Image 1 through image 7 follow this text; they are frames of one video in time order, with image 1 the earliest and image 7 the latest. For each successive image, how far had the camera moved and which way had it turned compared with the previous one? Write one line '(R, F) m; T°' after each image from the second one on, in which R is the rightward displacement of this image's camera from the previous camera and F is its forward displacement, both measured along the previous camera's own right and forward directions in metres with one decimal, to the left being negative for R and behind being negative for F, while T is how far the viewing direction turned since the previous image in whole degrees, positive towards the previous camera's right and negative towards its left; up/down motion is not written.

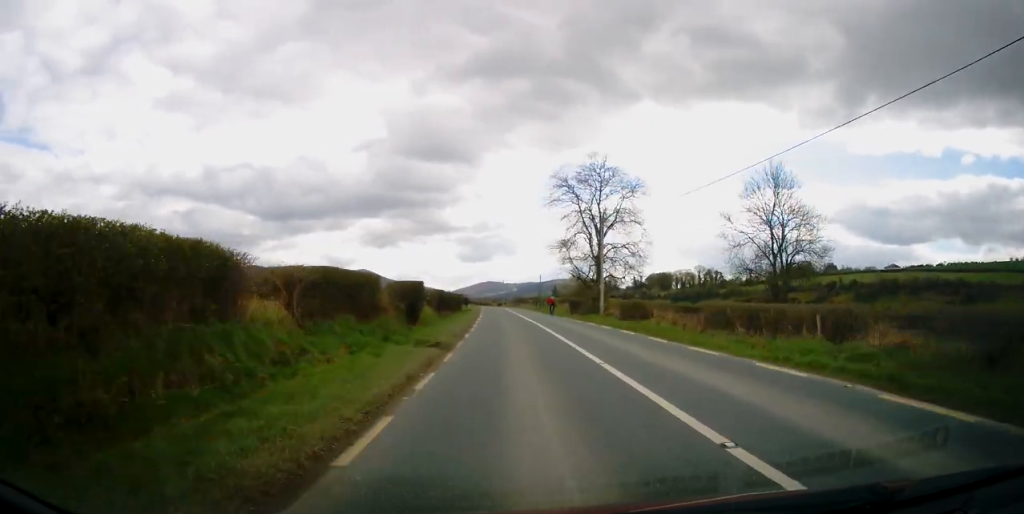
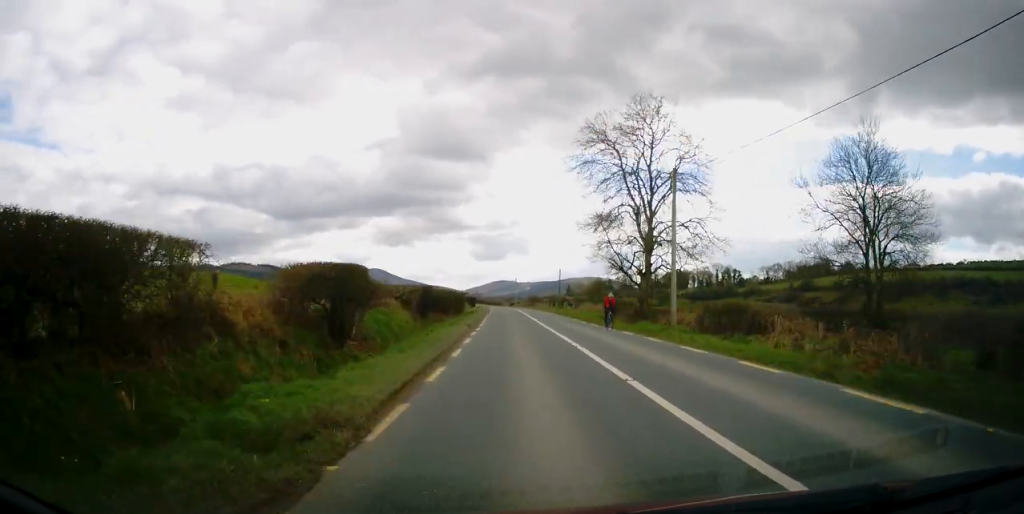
(-0.3, +15.1) m; -2°
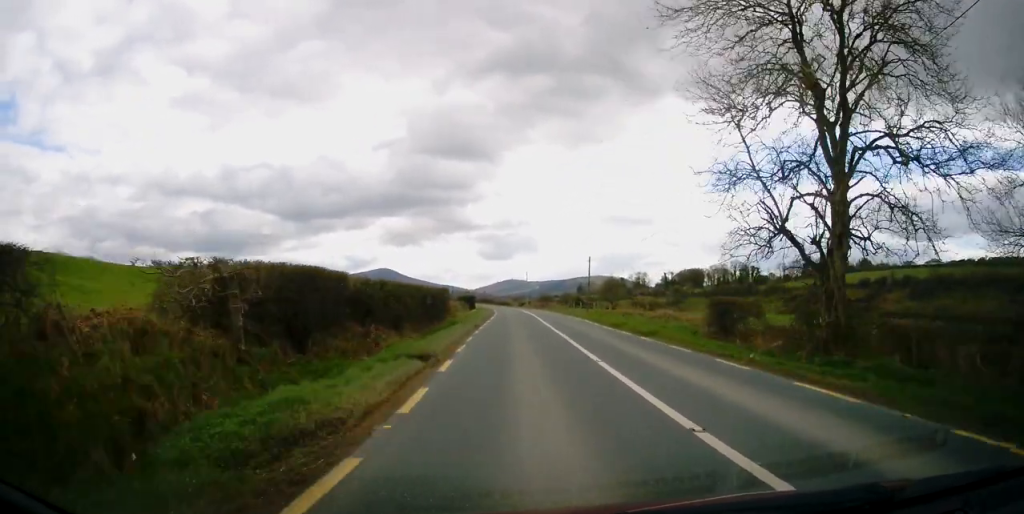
(-0.4, +22.5) m; -2°
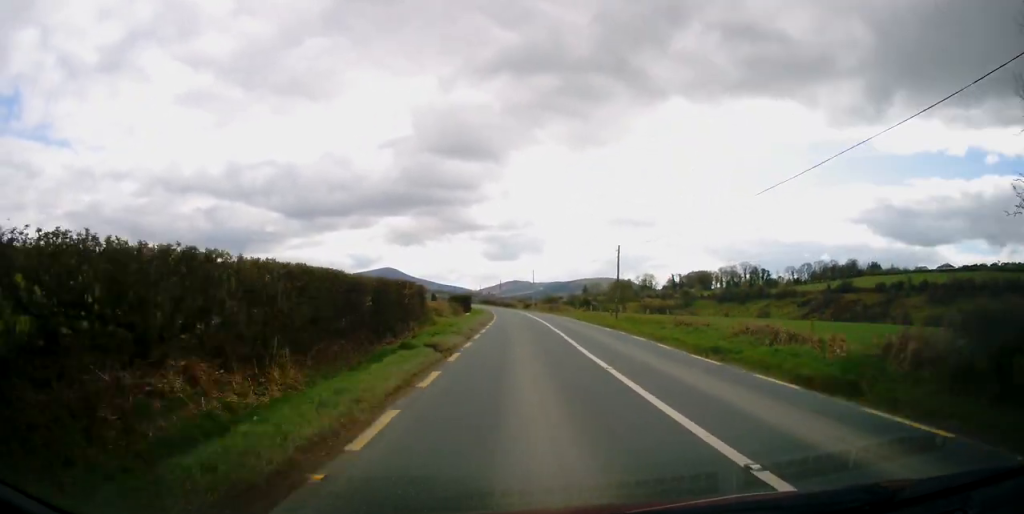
(-0.1, +14.0) m; 0°
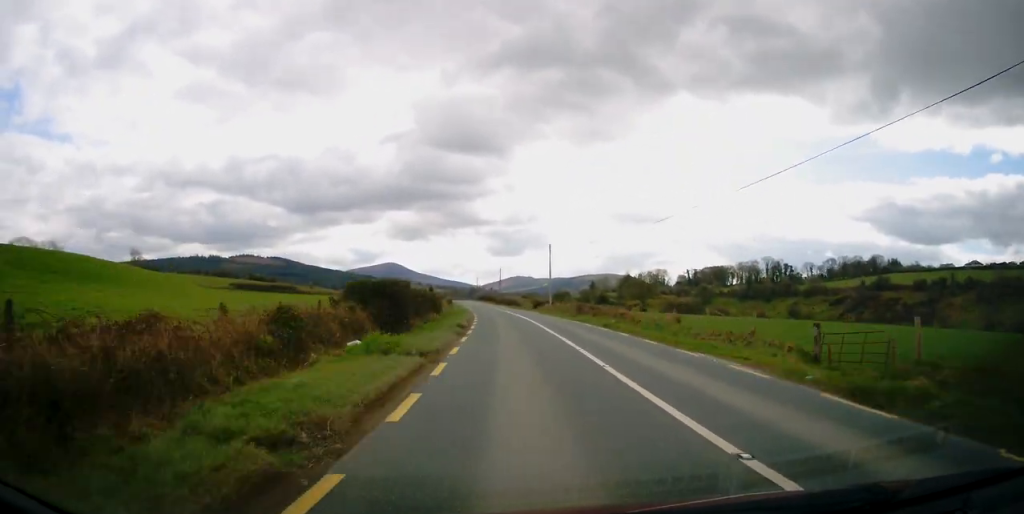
(+0.2, +38.8) m; 0°
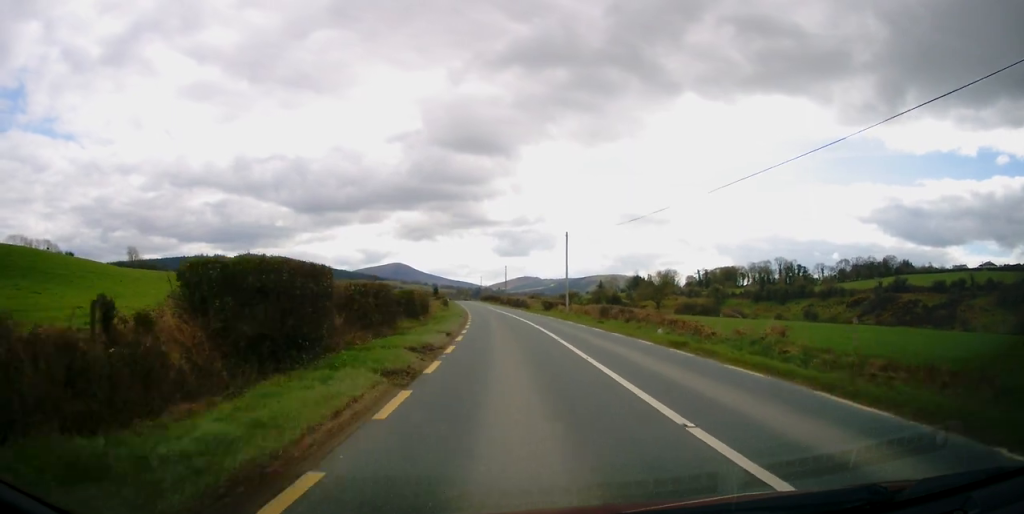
(-0.2, +12.1) m; -1°
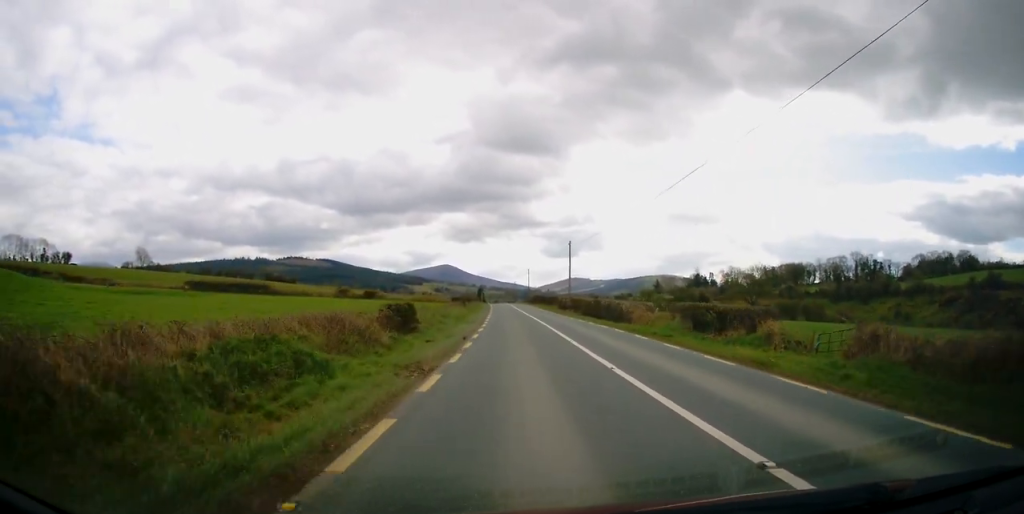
(-1.7, +46.6) m; -4°
